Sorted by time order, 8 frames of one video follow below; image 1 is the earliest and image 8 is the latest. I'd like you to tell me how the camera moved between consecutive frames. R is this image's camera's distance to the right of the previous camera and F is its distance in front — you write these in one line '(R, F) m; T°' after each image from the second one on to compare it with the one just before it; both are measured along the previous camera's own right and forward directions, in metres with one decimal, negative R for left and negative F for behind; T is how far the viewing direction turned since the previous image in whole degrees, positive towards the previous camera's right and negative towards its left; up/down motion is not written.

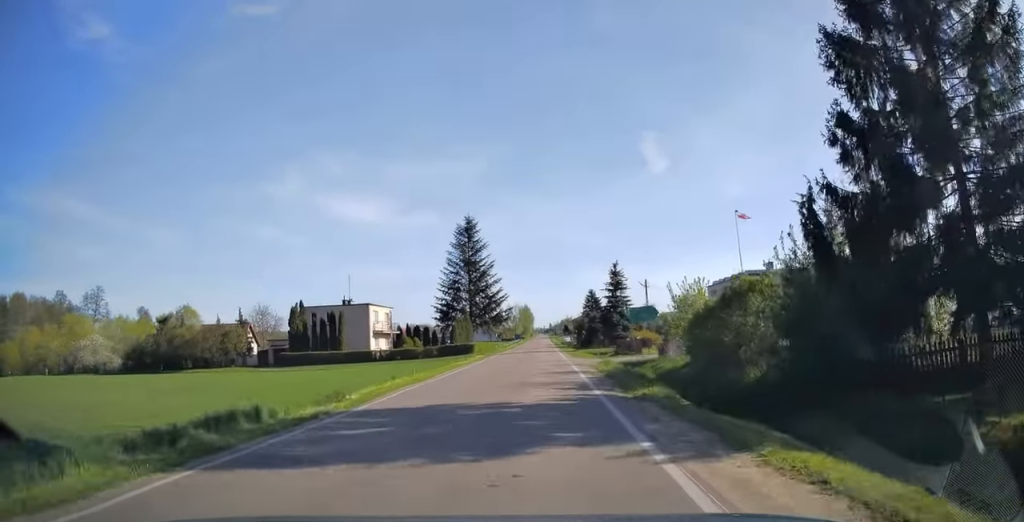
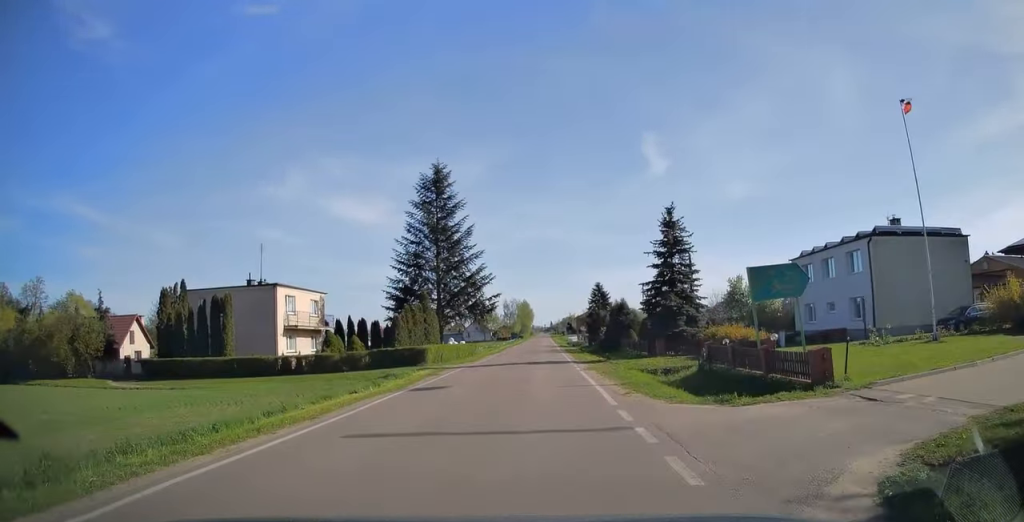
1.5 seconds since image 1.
(0.0, +24.2) m; 0°
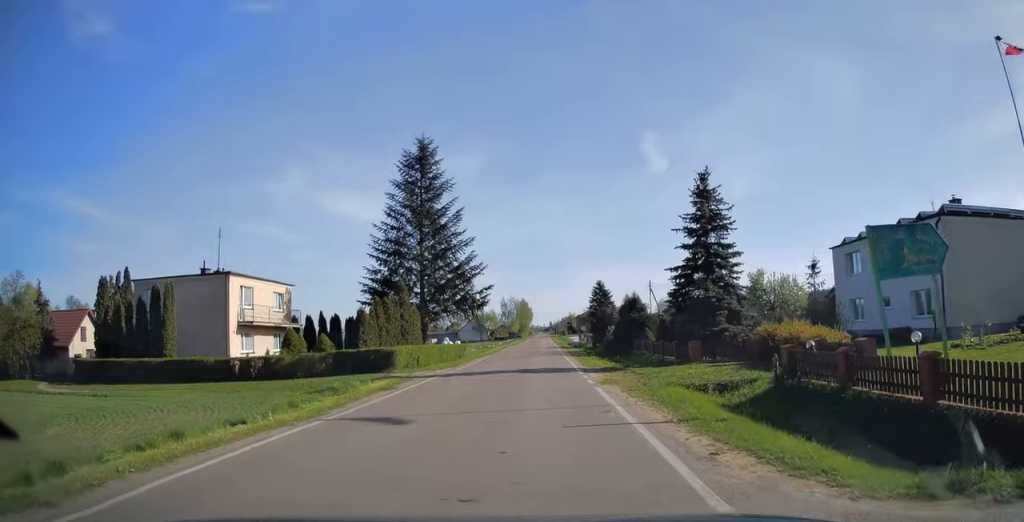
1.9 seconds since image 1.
(0.0, +7.1) m; 0°
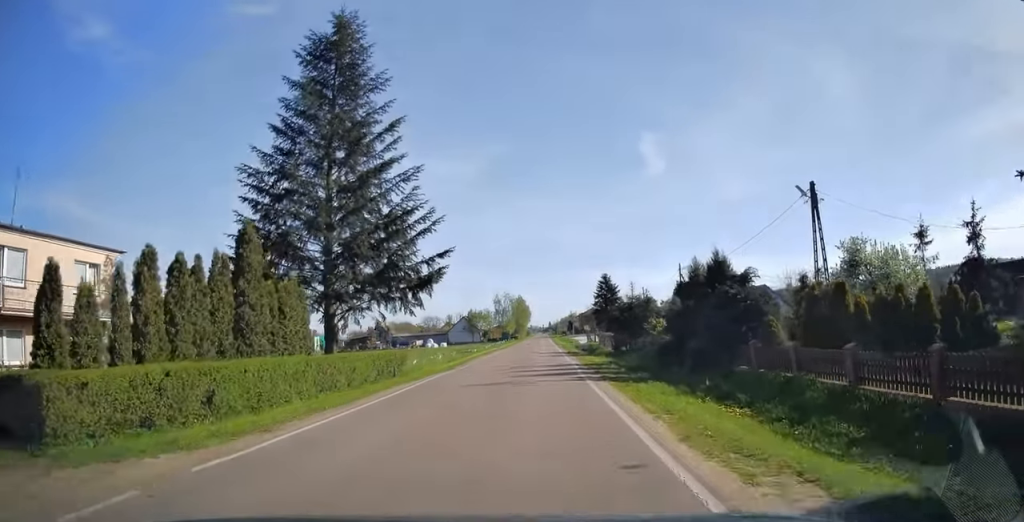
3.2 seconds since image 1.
(0.0, +20.7) m; 0°
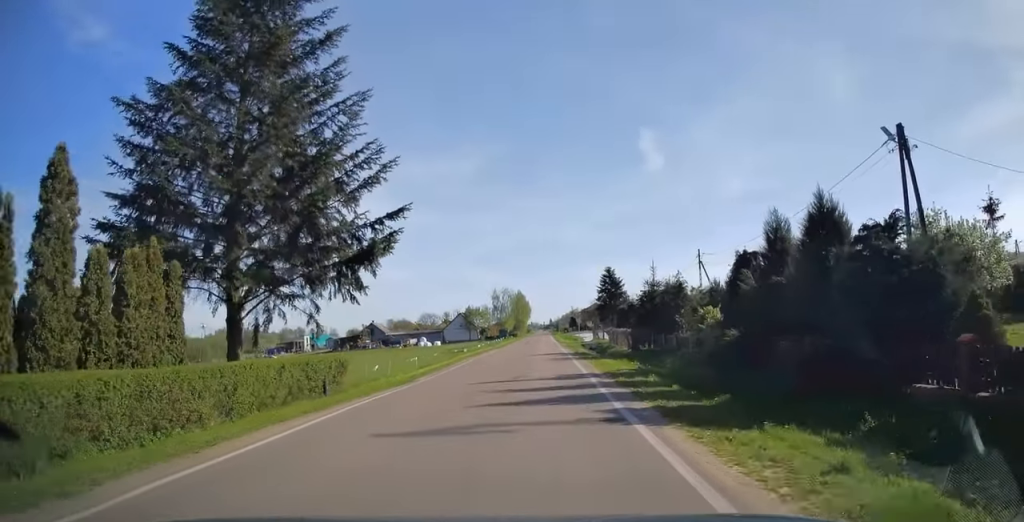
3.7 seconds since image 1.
(0.0, +8.7) m; 0°
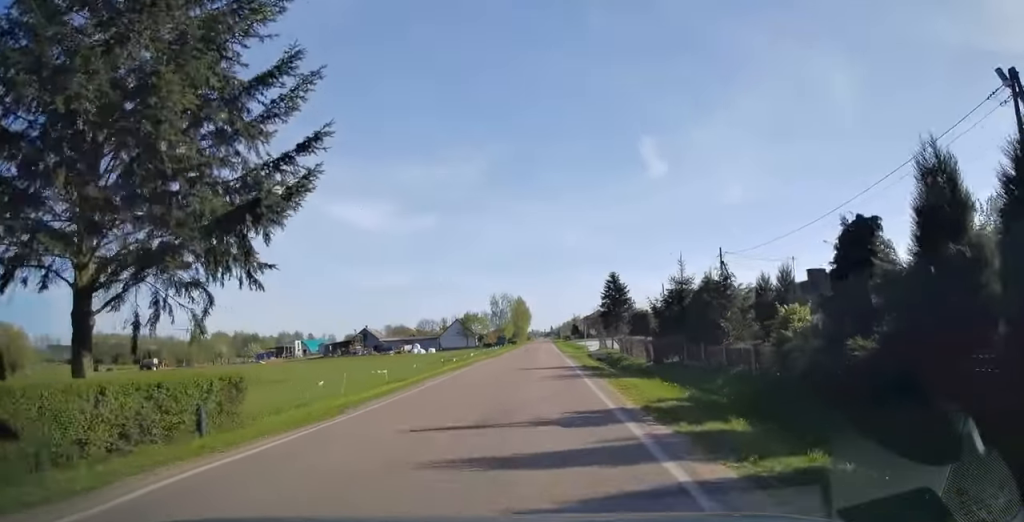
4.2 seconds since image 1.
(0.0, +7.1) m; 0°
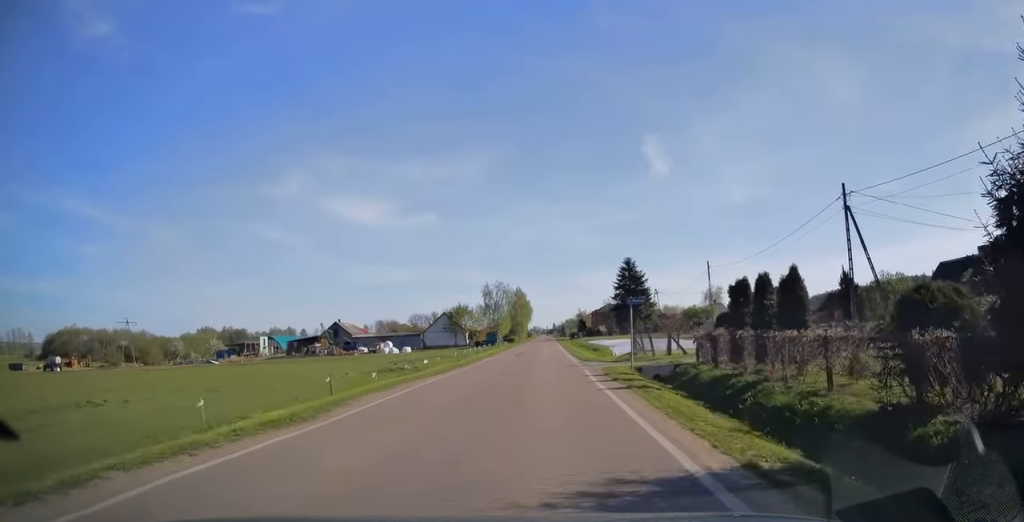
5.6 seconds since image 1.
(0.0, +23.1) m; 0°
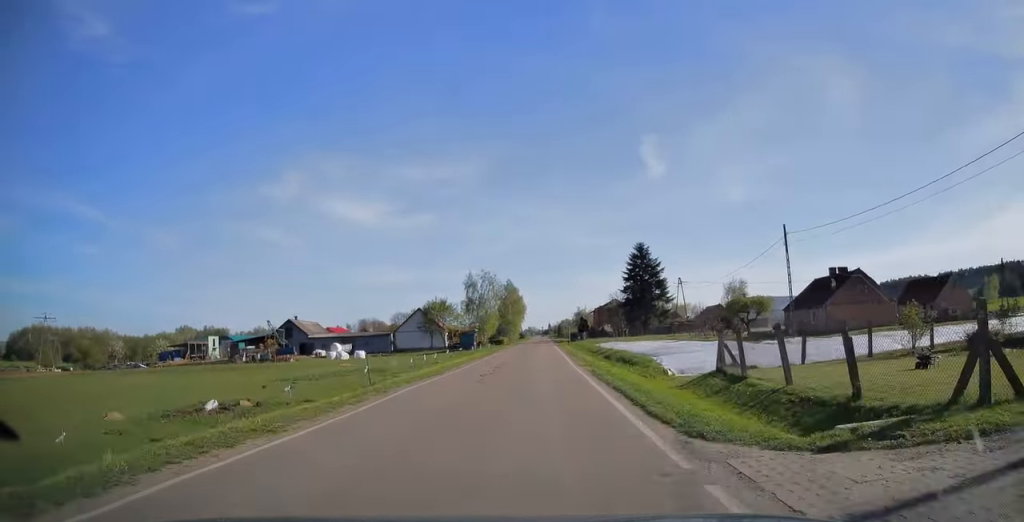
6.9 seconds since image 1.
(0.0, +22.3) m; 0°
